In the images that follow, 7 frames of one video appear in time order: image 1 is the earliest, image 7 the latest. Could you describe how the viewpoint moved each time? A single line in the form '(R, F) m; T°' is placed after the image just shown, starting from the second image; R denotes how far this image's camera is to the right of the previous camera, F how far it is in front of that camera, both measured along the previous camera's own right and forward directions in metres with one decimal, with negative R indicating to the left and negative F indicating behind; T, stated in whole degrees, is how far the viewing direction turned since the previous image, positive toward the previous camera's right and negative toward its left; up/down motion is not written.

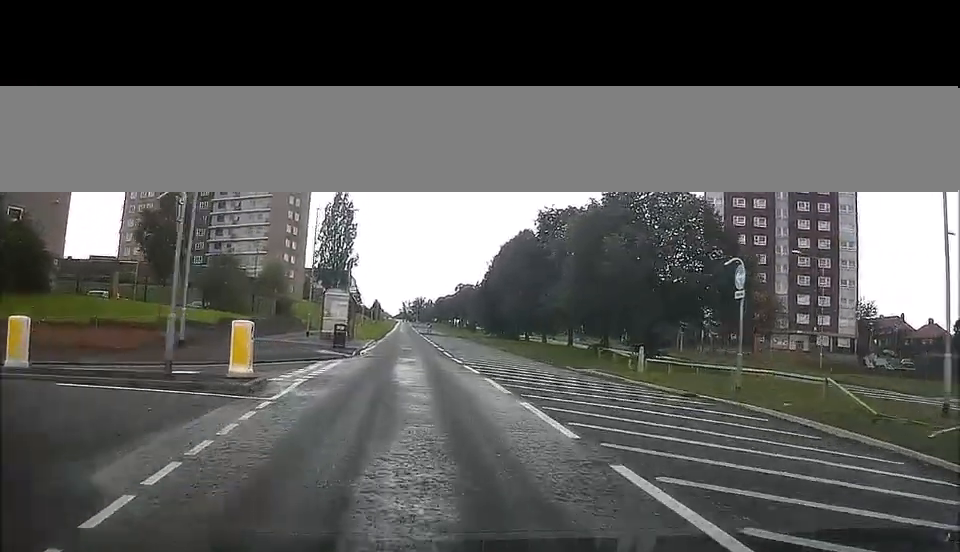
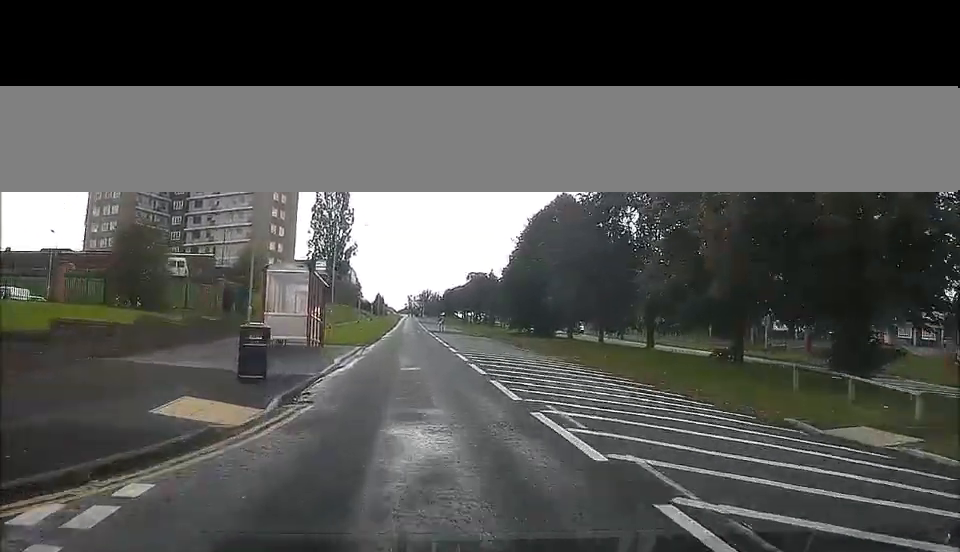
(-0.4, +20.3) m; 0°
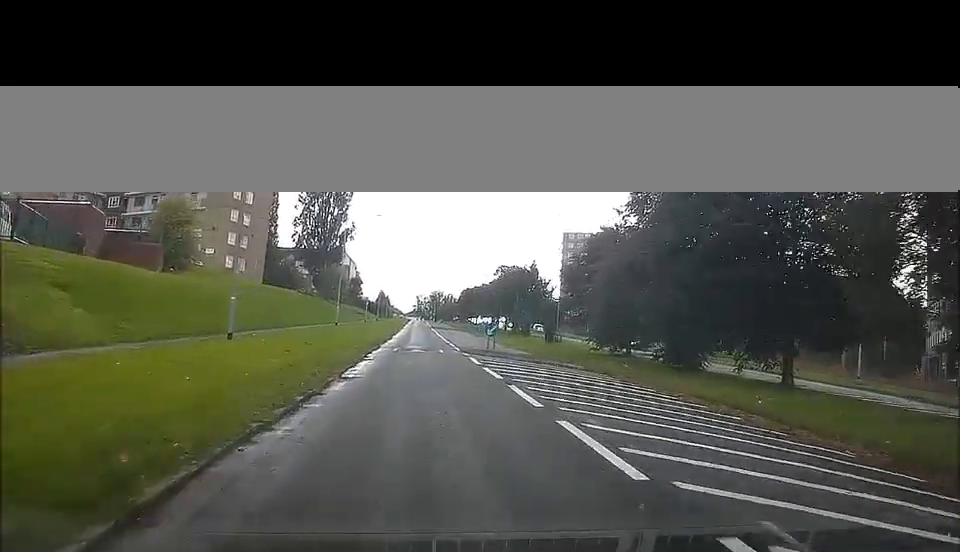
(0.0, +37.6) m; 0°
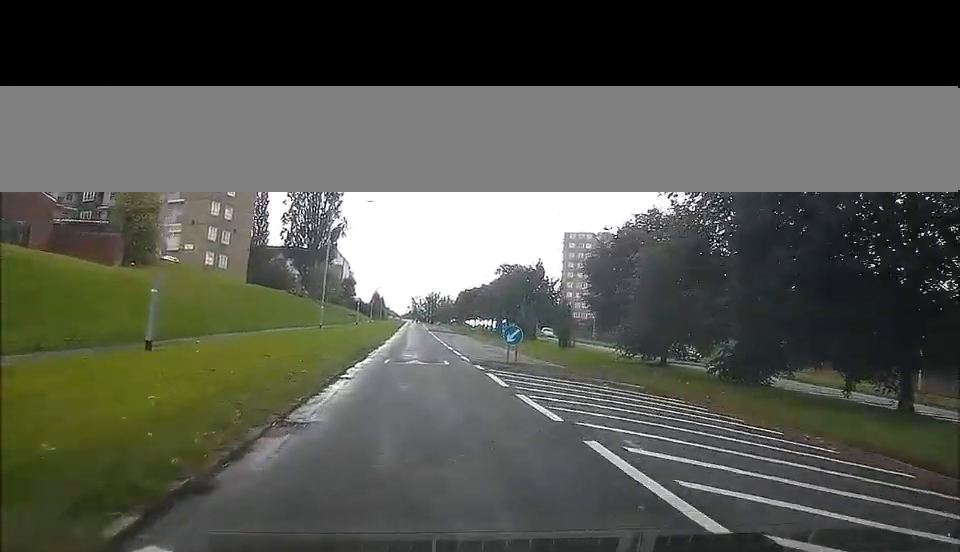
(0.0, +7.8) m; +1°
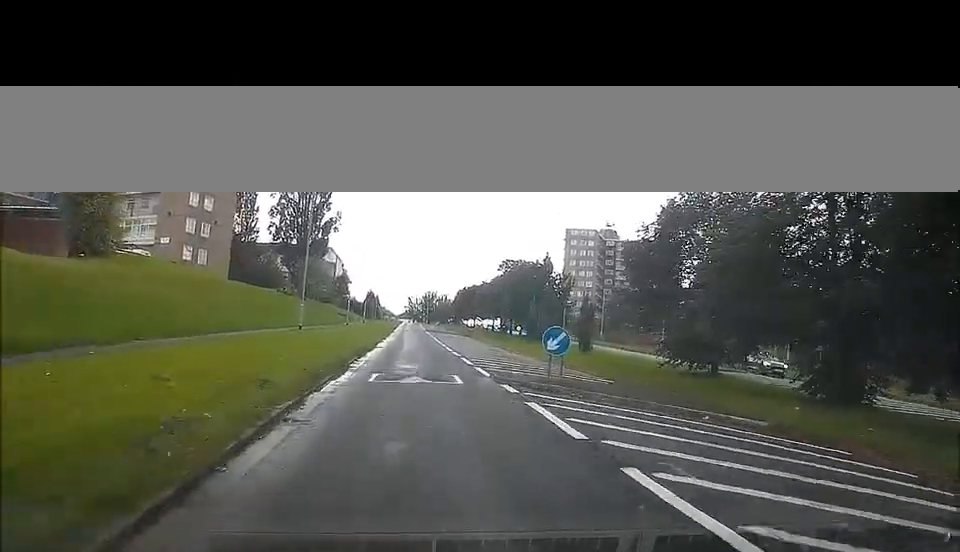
(+0.3, +7.7) m; 0°
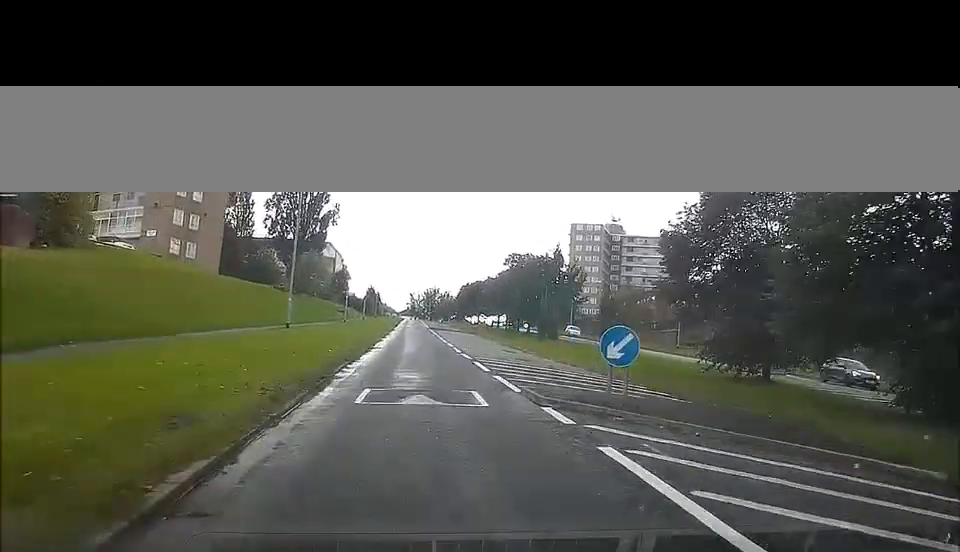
(0.0, +5.0) m; -1°
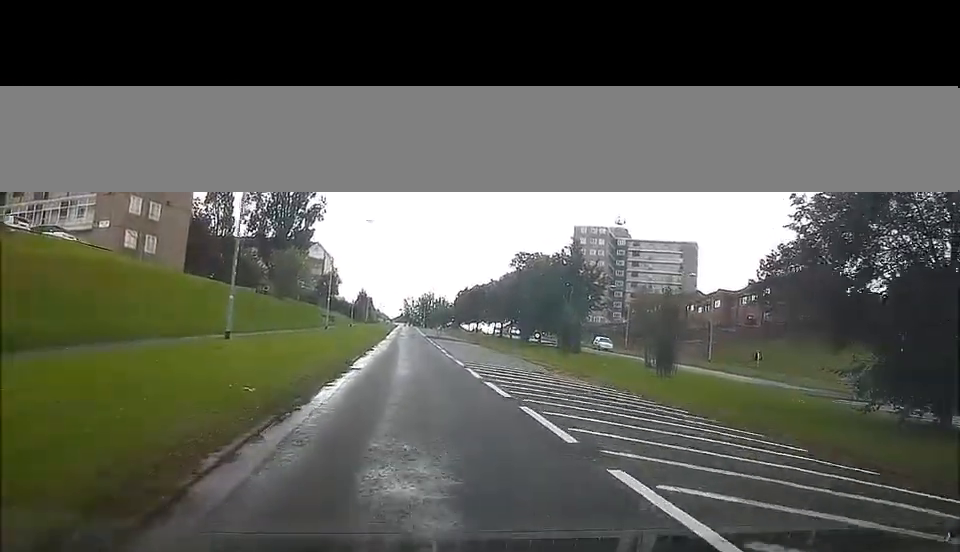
(-0.4, +11.3) m; -1°
